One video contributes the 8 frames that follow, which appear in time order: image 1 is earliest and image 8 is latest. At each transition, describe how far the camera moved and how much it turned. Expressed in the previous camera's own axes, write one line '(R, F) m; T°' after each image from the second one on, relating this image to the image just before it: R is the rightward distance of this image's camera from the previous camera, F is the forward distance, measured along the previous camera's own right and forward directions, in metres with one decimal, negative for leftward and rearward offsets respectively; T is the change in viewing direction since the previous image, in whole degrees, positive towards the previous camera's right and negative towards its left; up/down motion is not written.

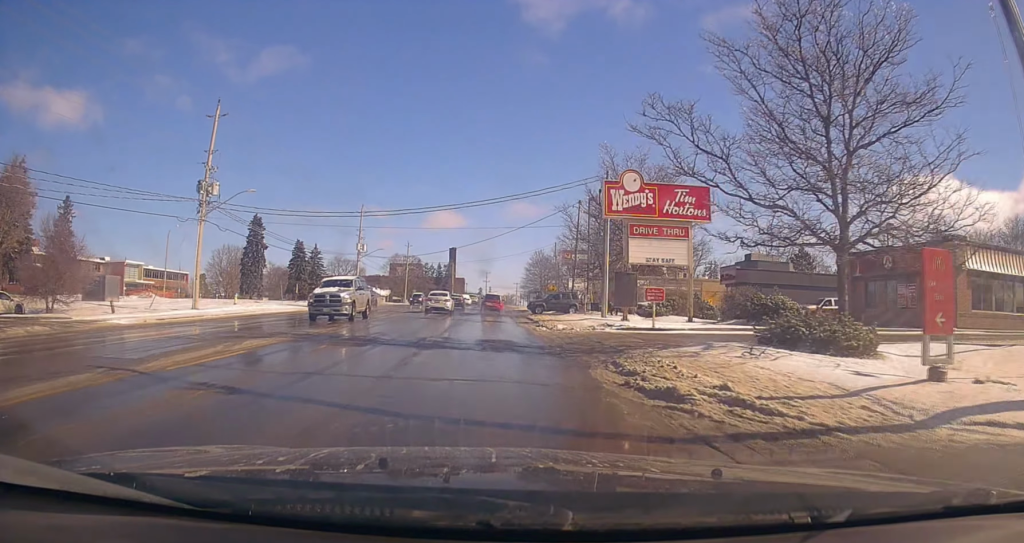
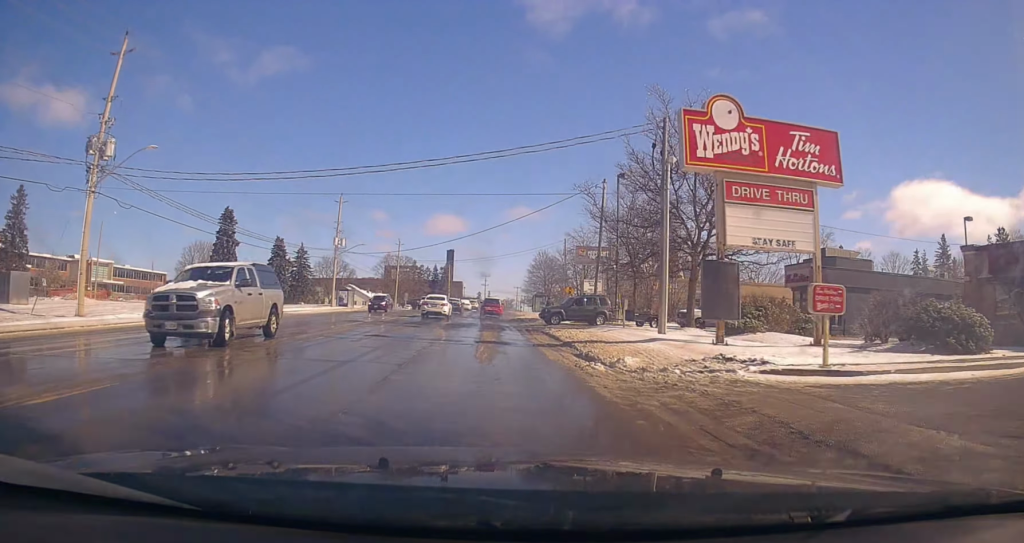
(+0.5, +12.4) m; -1°
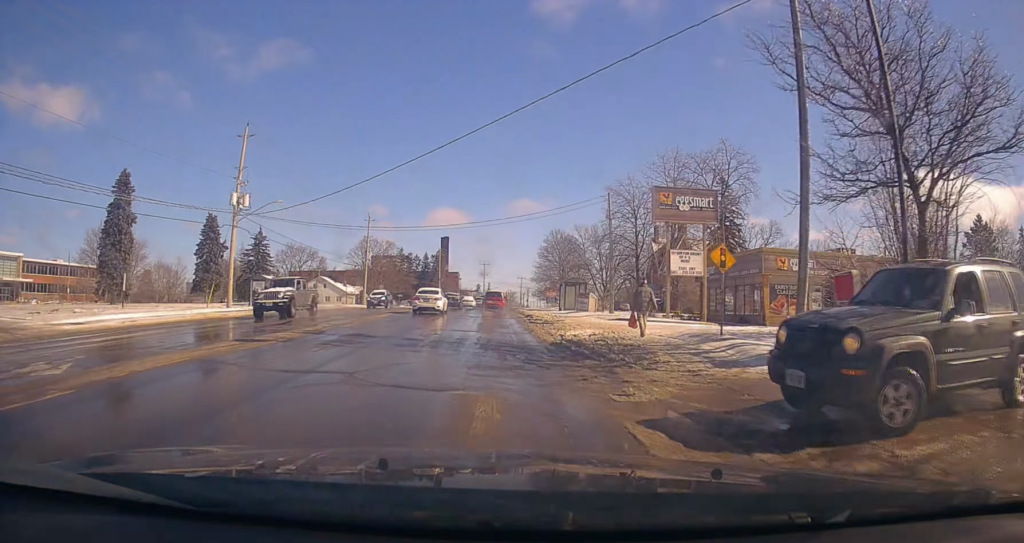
(0.0, +30.2) m; +2°
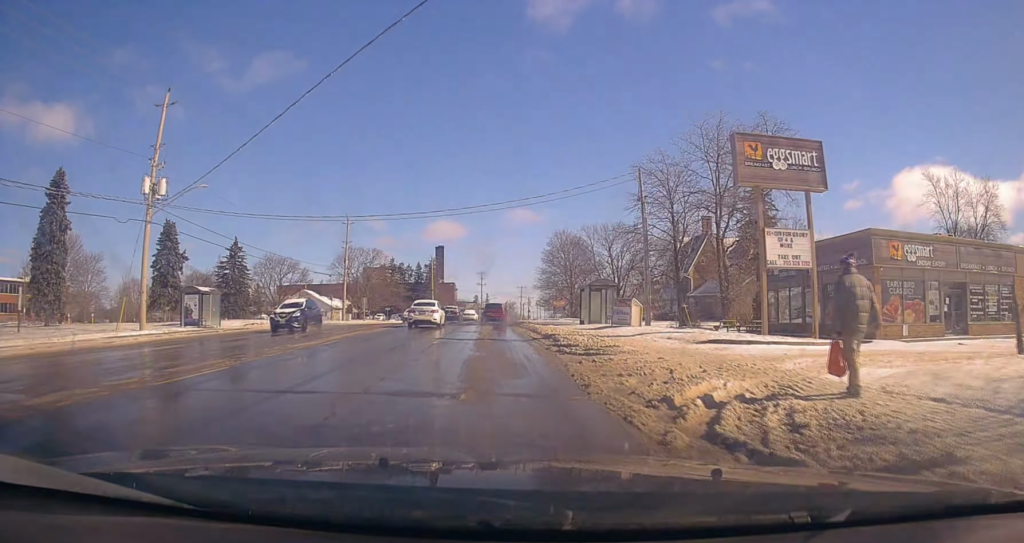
(-0.3, +12.0) m; 0°
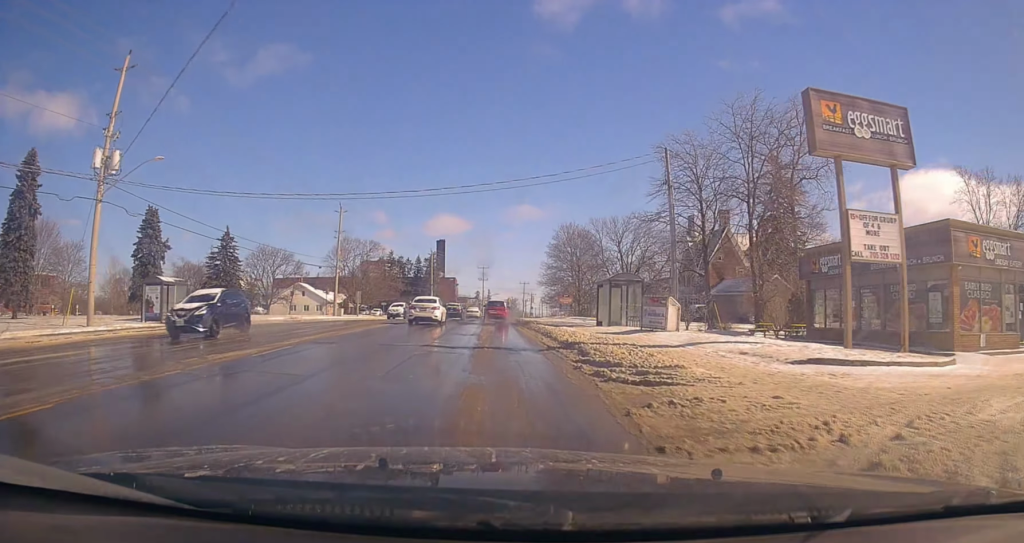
(+0.2, +5.2) m; +1°
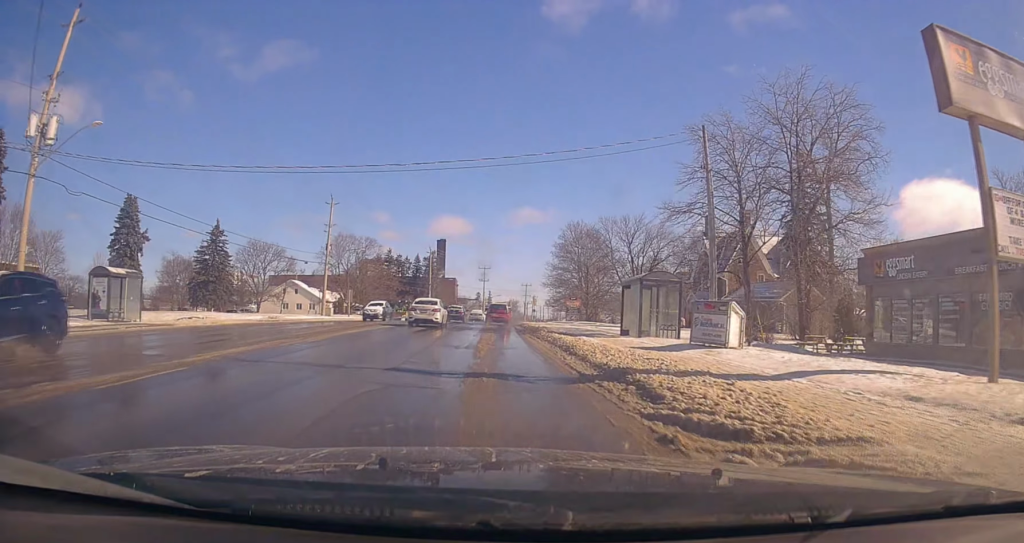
(+0.1, +5.6) m; +1°
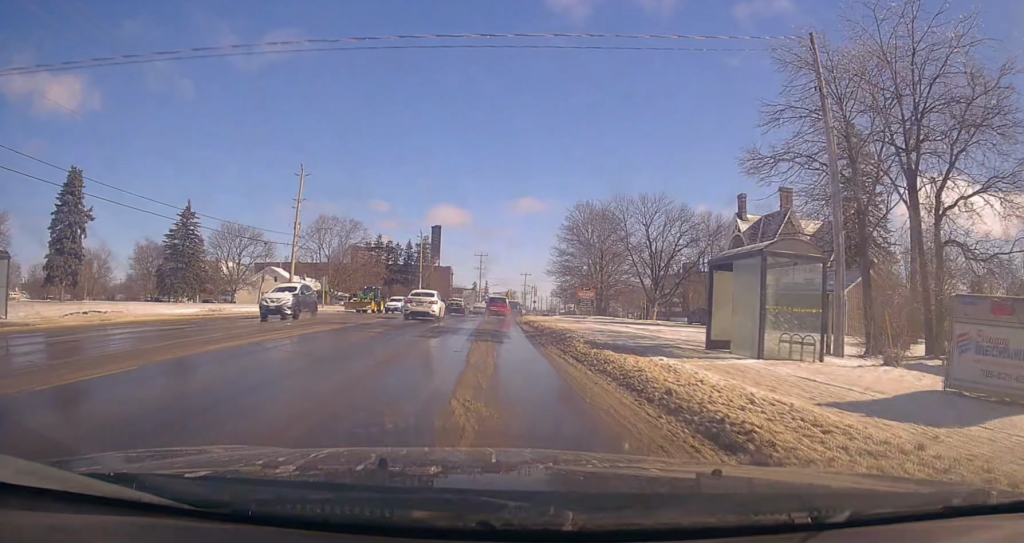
(-0.1, +10.7) m; 0°
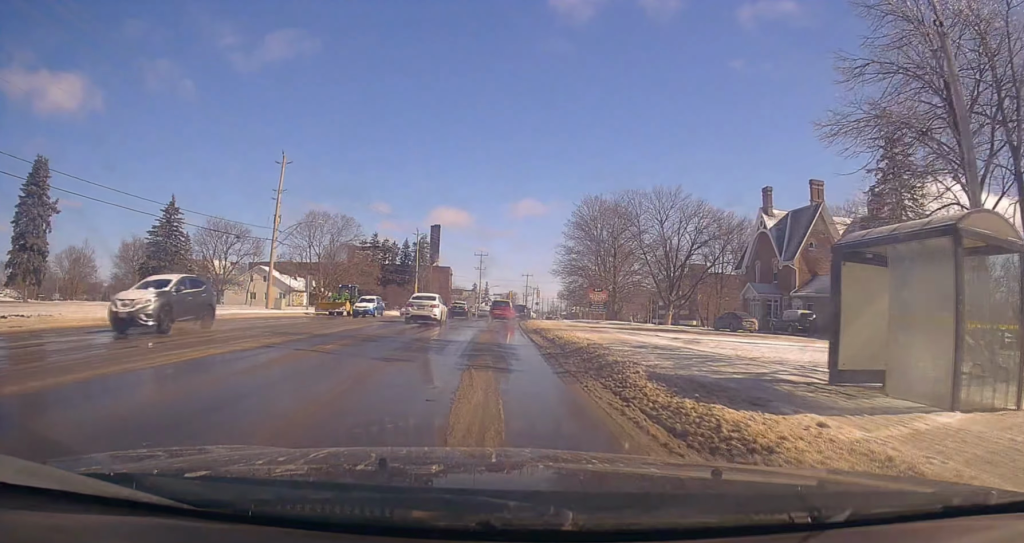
(0.0, +5.9) m; -1°
